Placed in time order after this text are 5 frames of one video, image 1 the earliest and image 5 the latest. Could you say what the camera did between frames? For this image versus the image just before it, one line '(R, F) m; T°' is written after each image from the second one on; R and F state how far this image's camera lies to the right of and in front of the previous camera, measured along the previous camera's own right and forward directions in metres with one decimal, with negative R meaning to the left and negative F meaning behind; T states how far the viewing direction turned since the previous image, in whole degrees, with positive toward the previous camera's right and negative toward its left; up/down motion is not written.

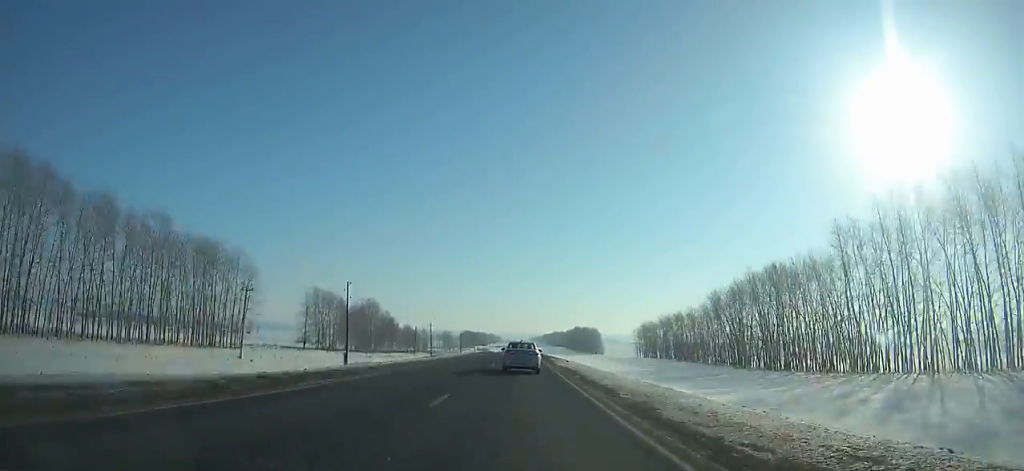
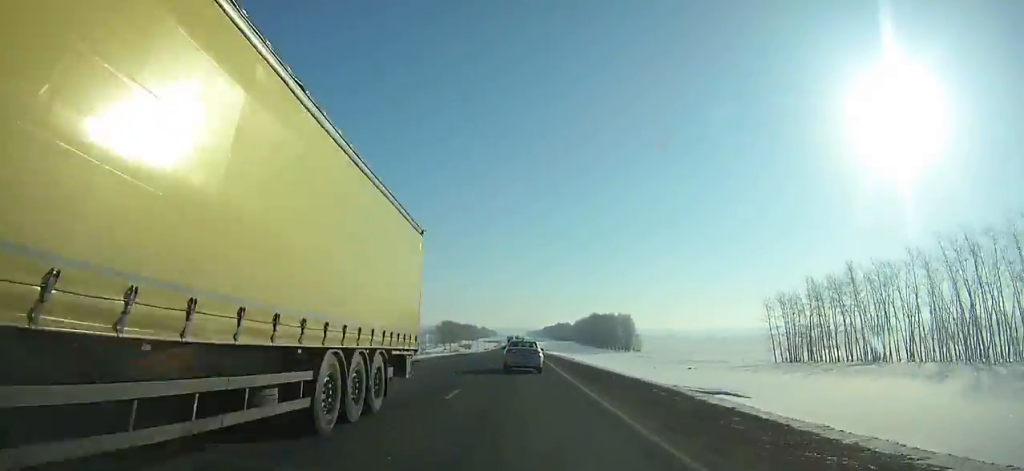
(+0.3, +130.5) m; 0°
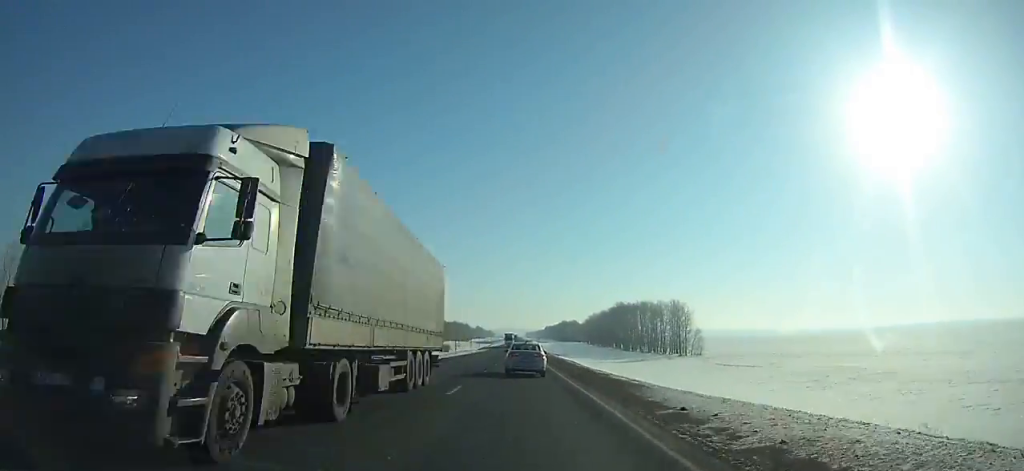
(+0.2, +94.6) m; 0°
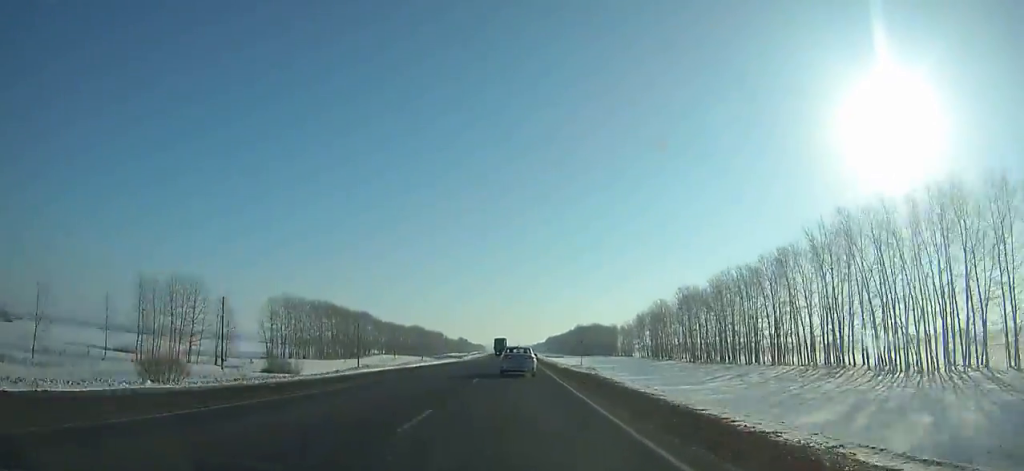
(+0.1, +186.8) m; 0°
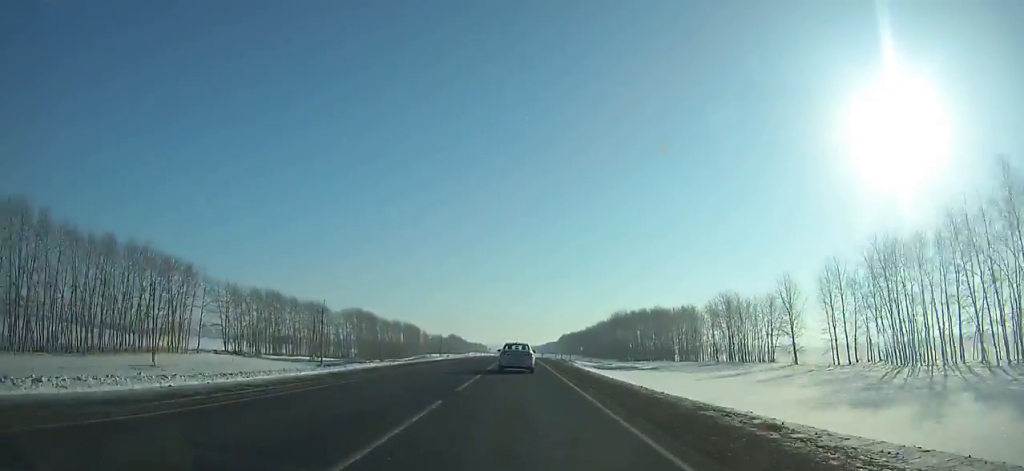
(-0.5, +137.1) m; -1°
